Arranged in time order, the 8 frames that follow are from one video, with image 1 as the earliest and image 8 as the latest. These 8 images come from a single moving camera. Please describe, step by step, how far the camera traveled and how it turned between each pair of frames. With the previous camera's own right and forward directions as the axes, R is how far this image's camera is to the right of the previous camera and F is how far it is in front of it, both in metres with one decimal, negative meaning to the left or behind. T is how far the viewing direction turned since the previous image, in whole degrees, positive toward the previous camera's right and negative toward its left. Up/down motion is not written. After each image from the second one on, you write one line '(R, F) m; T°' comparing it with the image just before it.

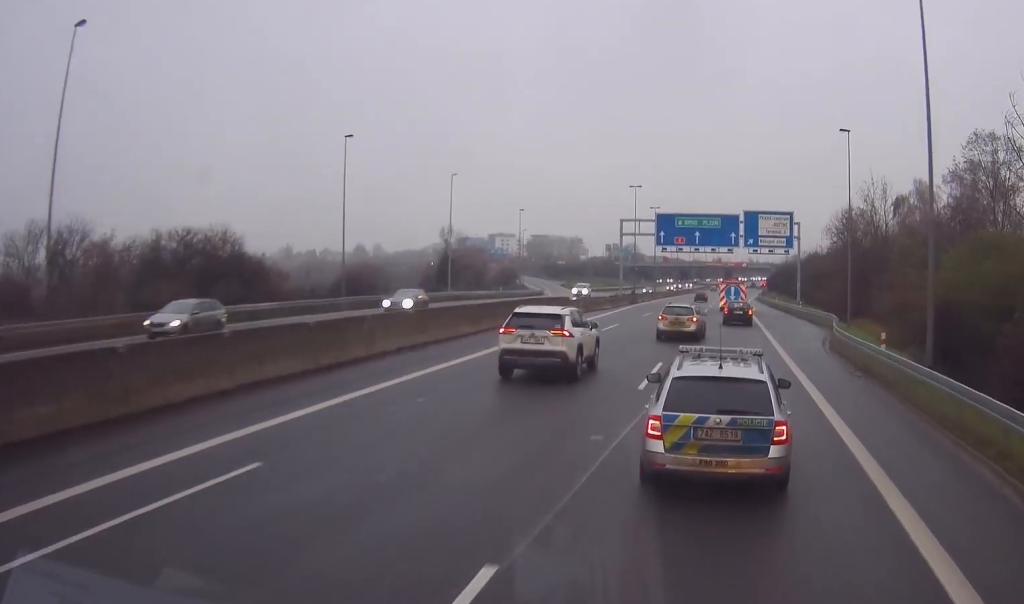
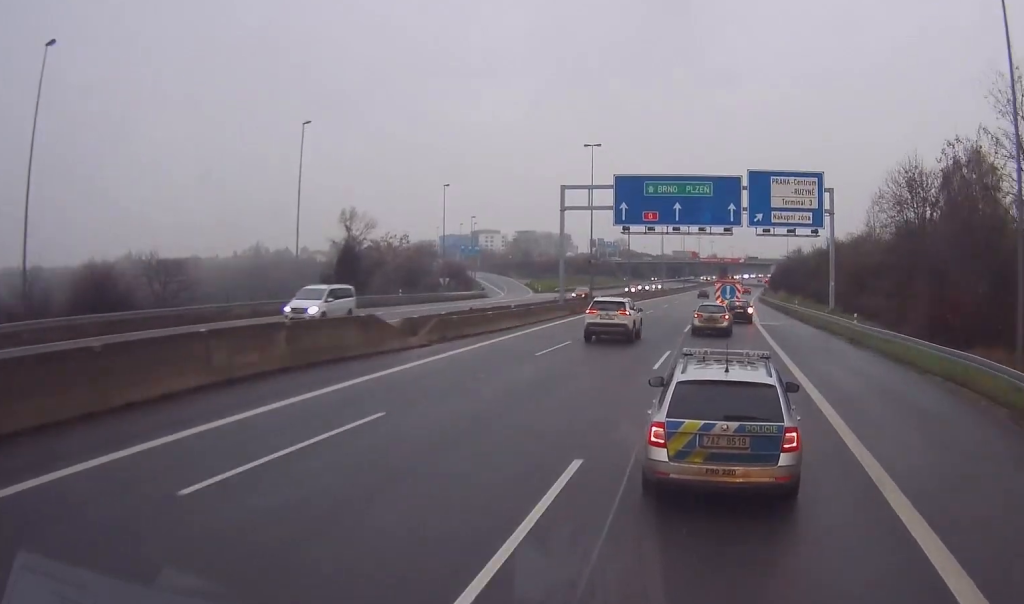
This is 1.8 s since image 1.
(0.0, +31.3) m; 0°
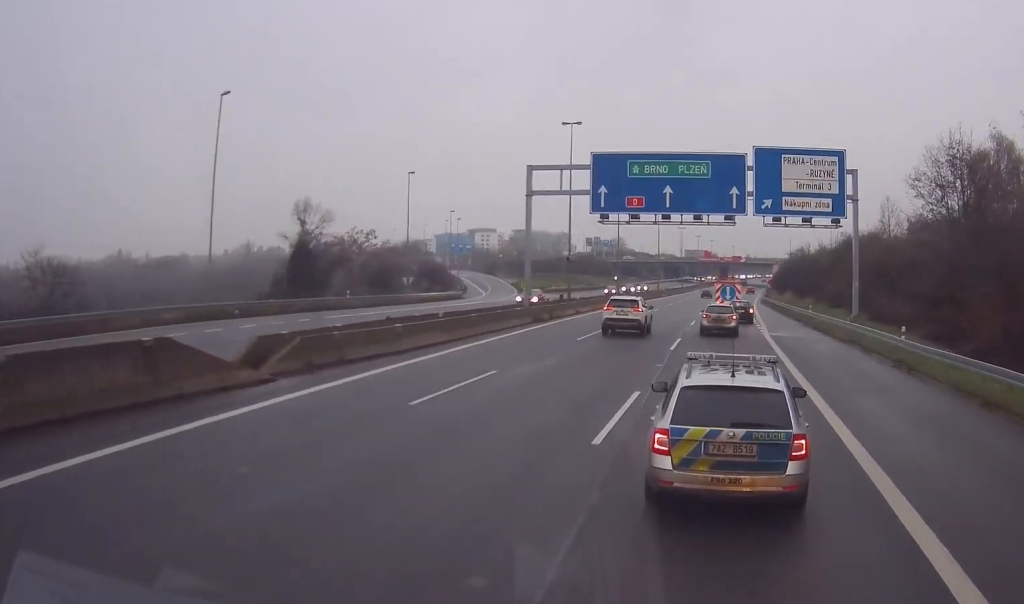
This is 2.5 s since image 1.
(0.0, +10.8) m; 0°
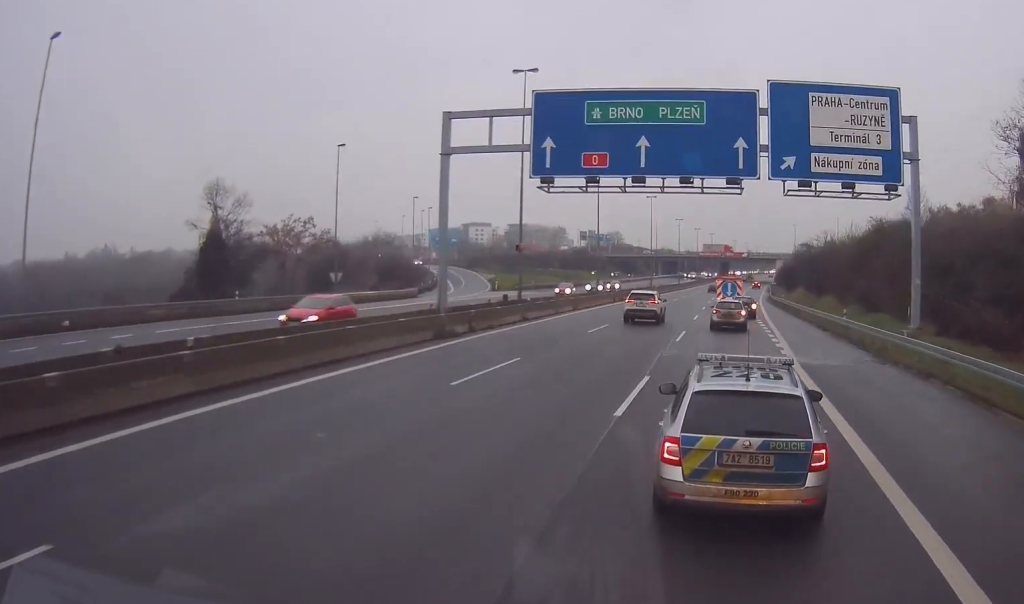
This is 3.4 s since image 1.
(0.0, +15.4) m; 0°
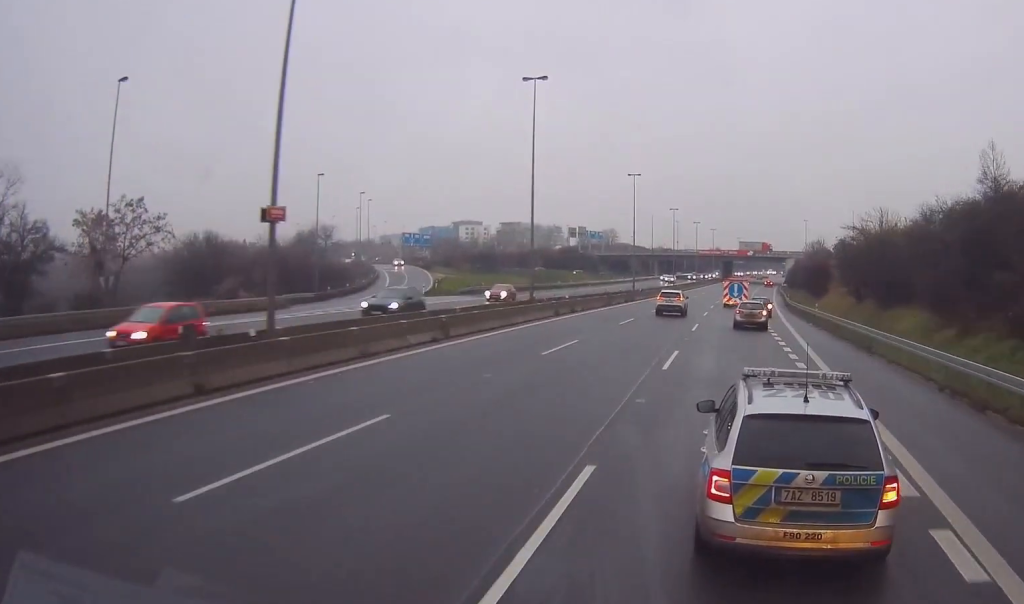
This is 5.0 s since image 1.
(0.0, +28.2) m; 0°
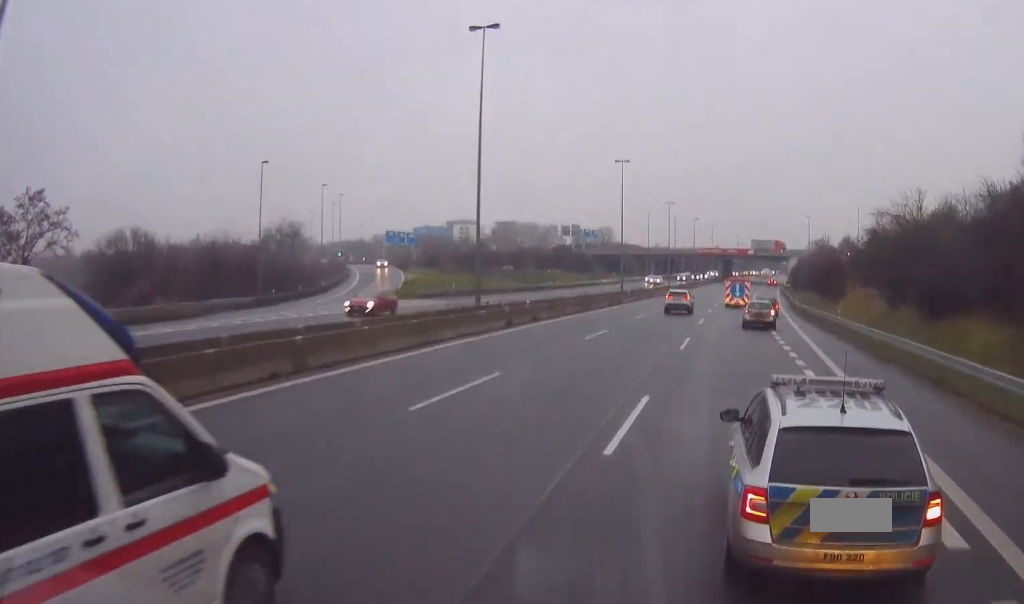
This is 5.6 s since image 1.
(0.0, +10.9) m; 0°
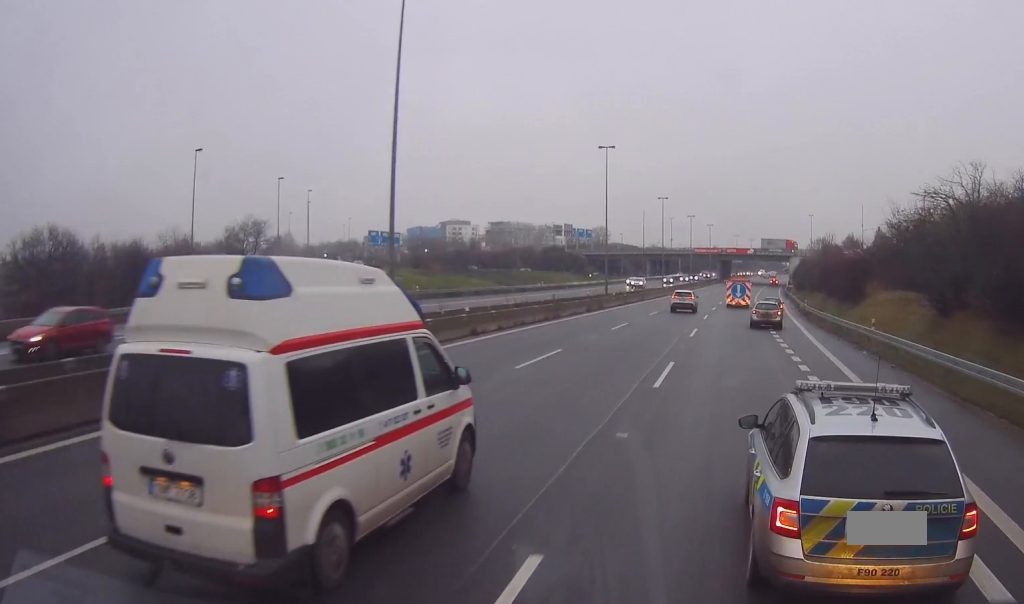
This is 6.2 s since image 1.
(0.0, +10.4) m; 0°
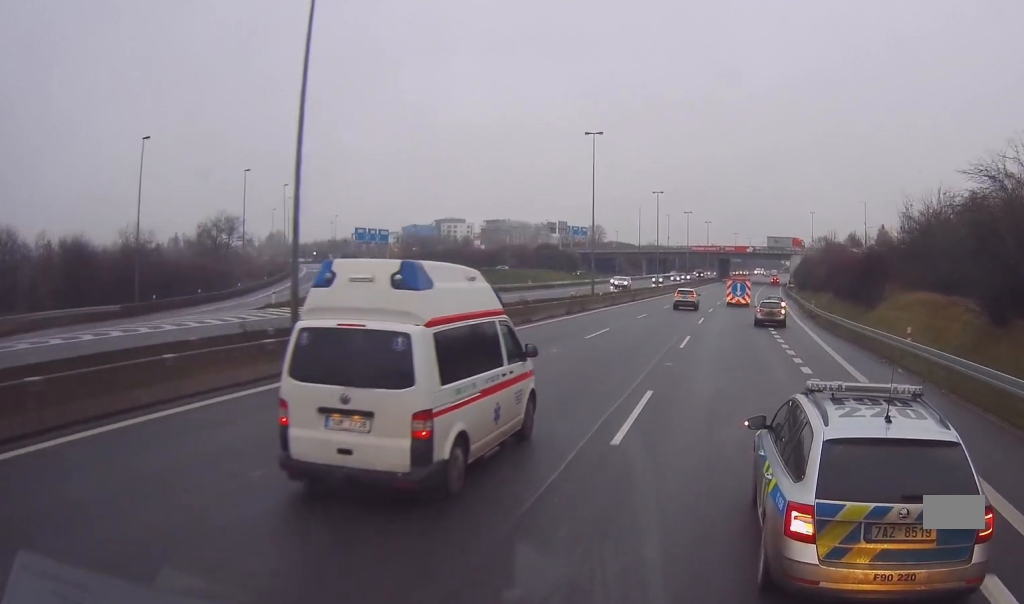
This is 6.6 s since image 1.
(0.0, +6.9) m; 0°
